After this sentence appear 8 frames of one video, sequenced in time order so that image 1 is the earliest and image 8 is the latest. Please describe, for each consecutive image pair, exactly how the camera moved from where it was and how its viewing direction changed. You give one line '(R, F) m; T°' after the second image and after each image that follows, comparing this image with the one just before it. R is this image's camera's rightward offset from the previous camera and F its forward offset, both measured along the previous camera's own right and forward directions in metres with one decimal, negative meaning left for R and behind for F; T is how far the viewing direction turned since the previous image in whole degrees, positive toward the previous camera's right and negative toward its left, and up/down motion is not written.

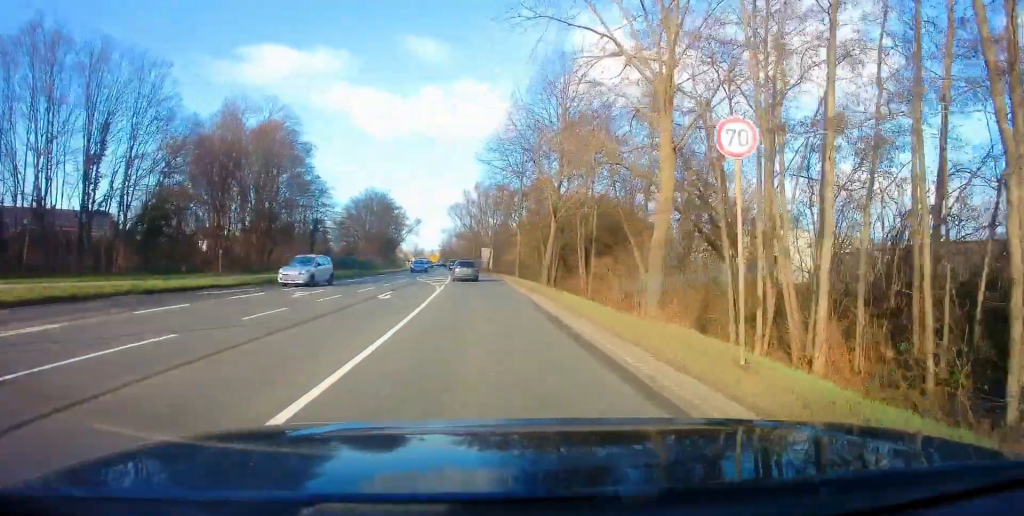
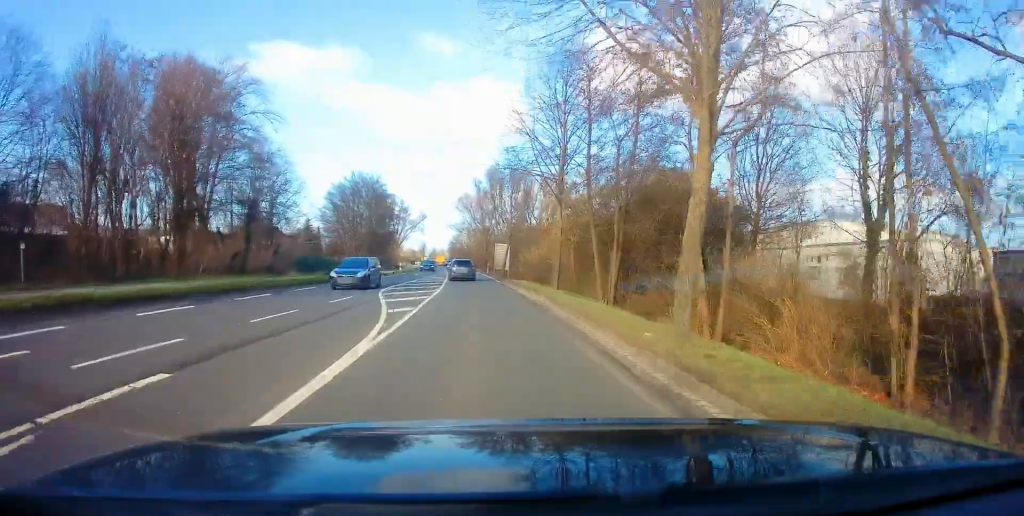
(0.0, +18.4) m; 0°
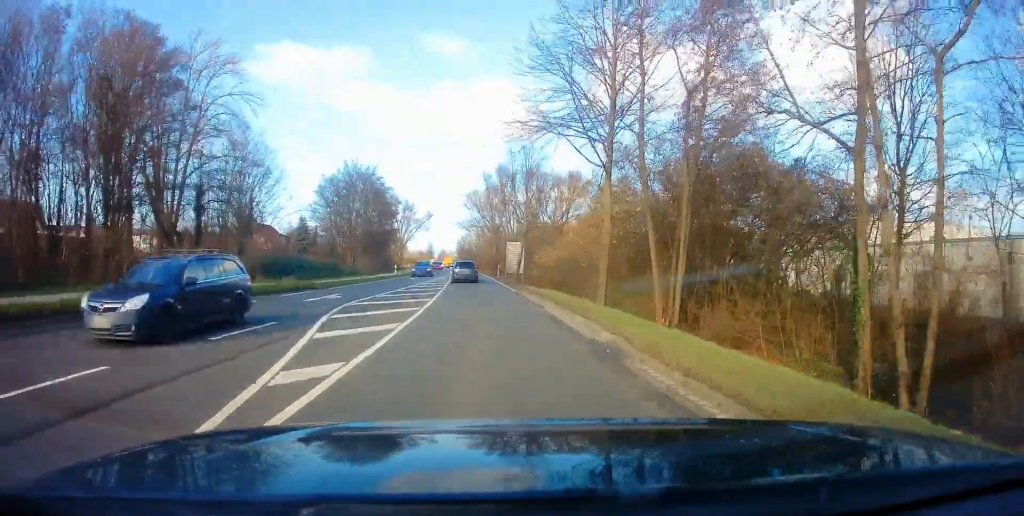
(0.0, +8.6) m; -1°
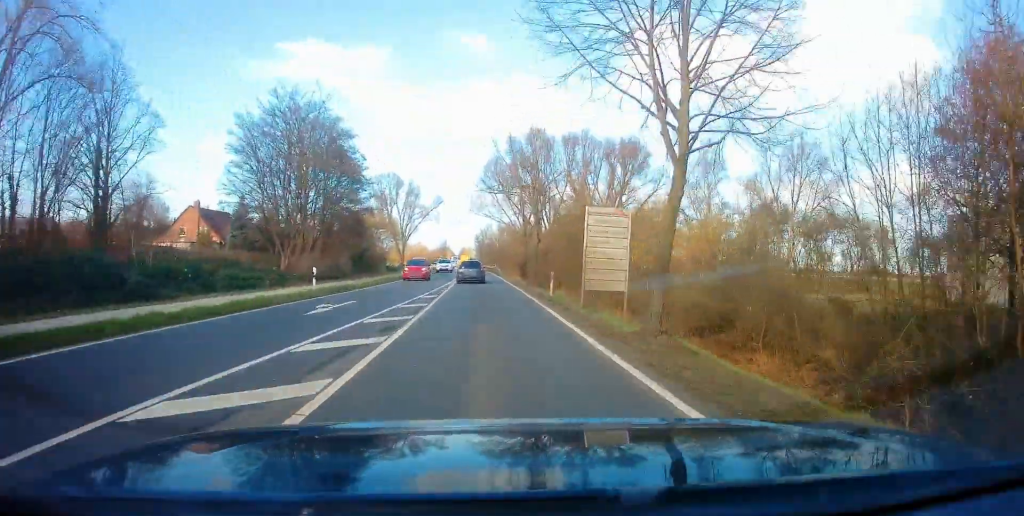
(-0.8, +29.1) m; -2°
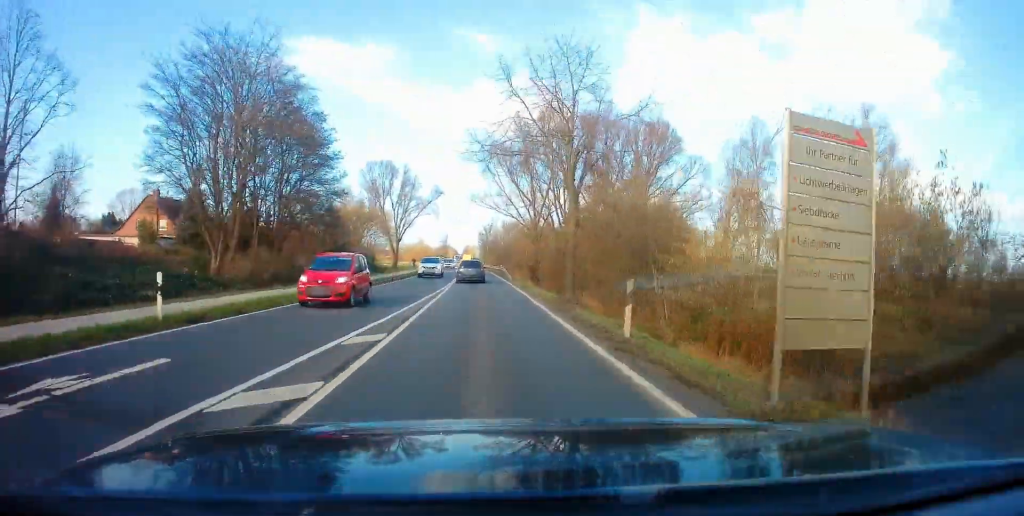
(-0.2, +11.5) m; 0°
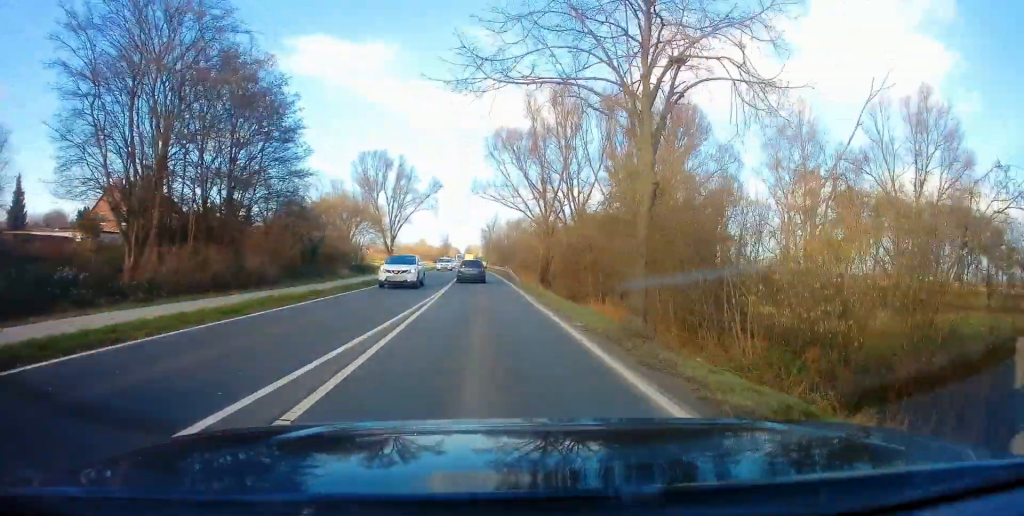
(+0.2, +8.4) m; 0°
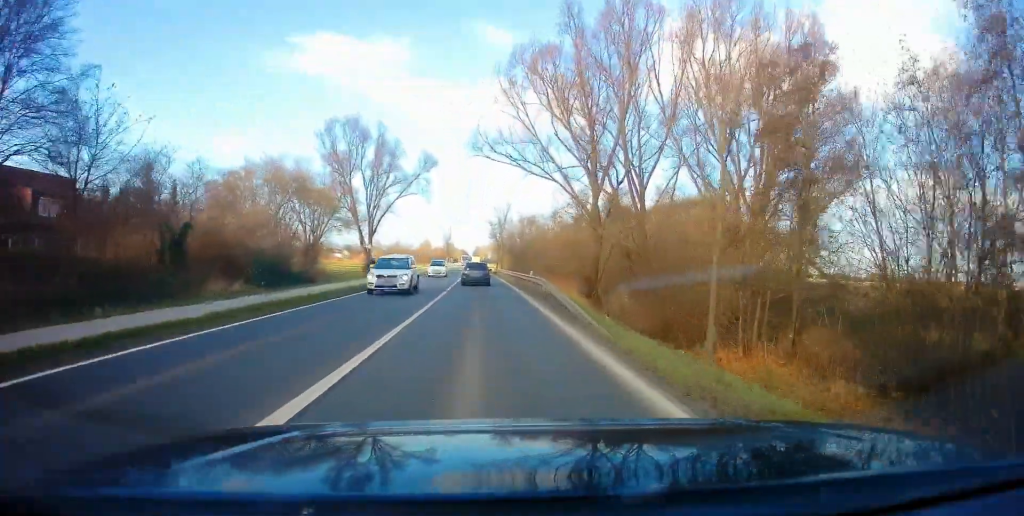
(-0.1, +22.0) m; -1°
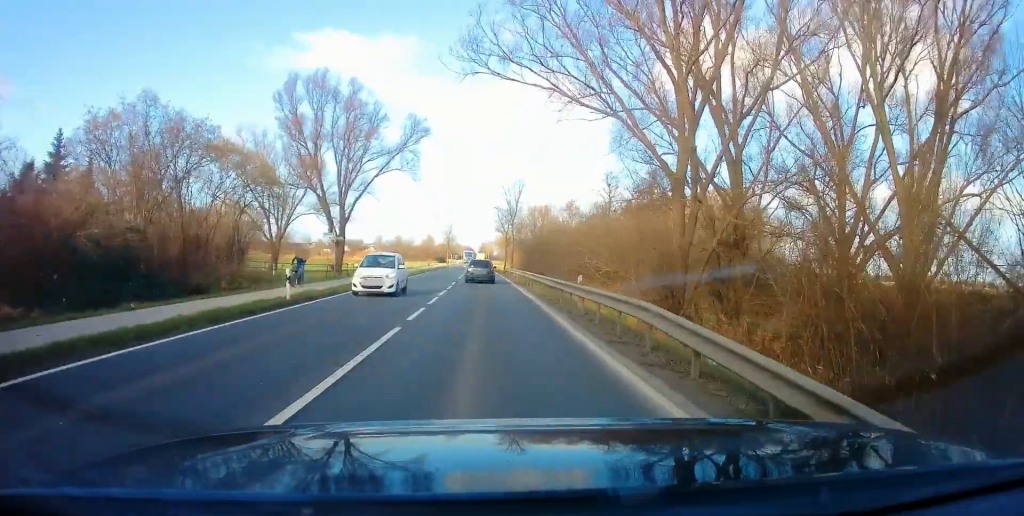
(-0.1, +15.0) m; -1°
